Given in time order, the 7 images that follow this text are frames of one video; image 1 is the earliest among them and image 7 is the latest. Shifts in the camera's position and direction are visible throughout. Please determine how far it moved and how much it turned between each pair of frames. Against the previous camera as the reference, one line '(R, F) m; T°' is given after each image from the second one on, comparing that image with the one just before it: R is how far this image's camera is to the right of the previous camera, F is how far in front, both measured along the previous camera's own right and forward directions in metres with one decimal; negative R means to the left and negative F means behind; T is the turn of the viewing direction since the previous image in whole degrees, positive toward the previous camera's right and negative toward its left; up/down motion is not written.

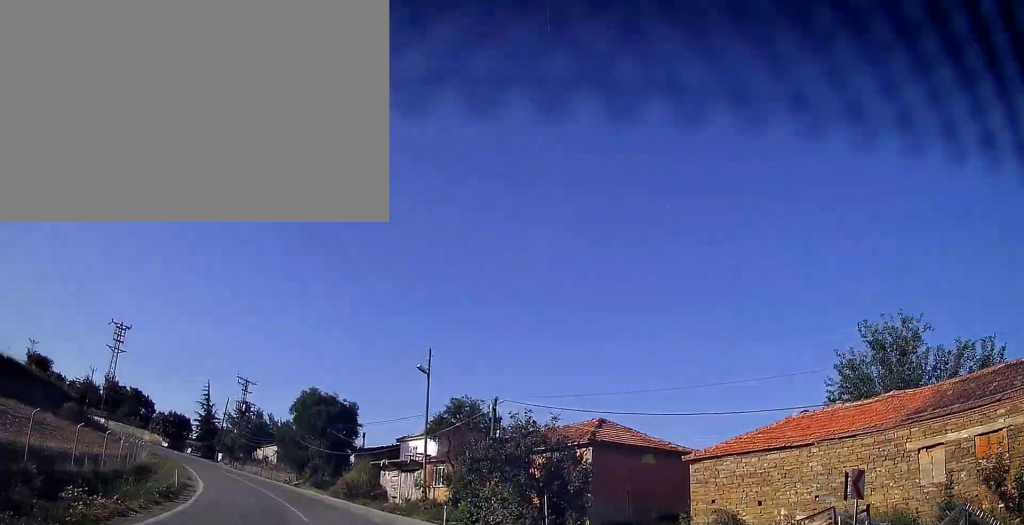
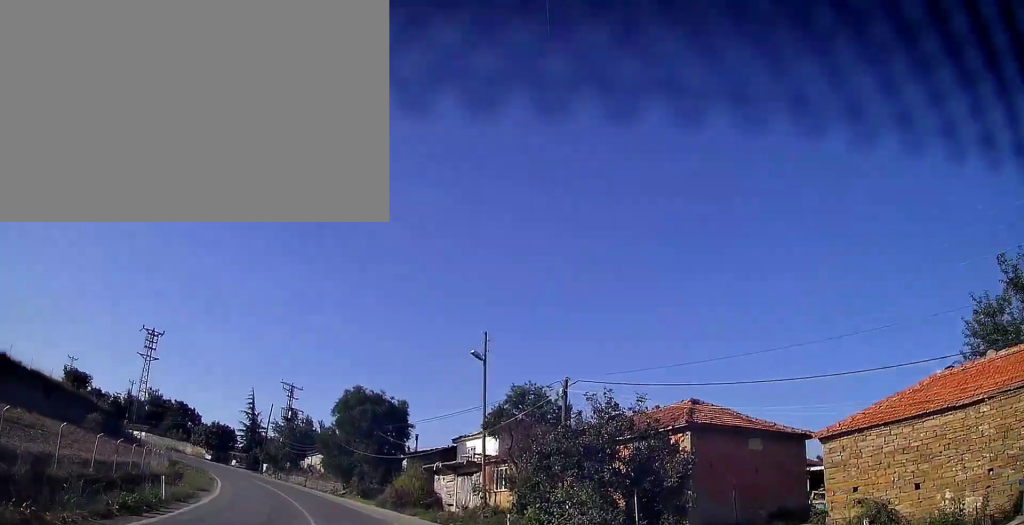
(-0.2, +5.5) m; -5°
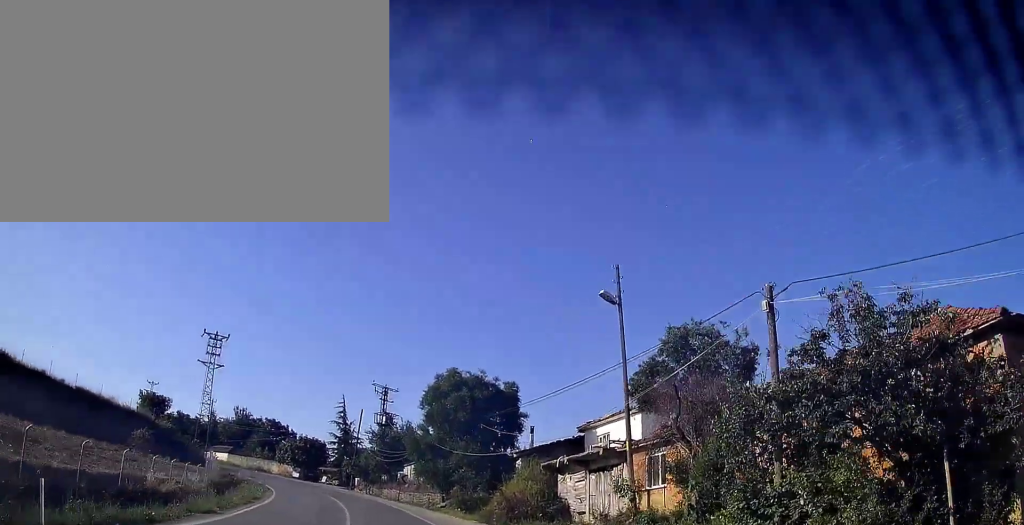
(-0.8, +9.5) m; -10°
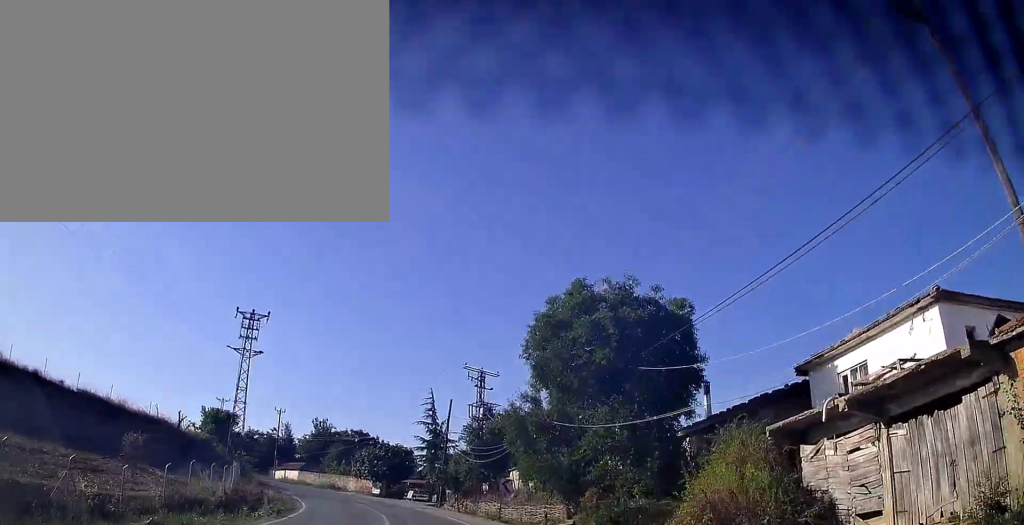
(-1.8, +13.8) m; -13°
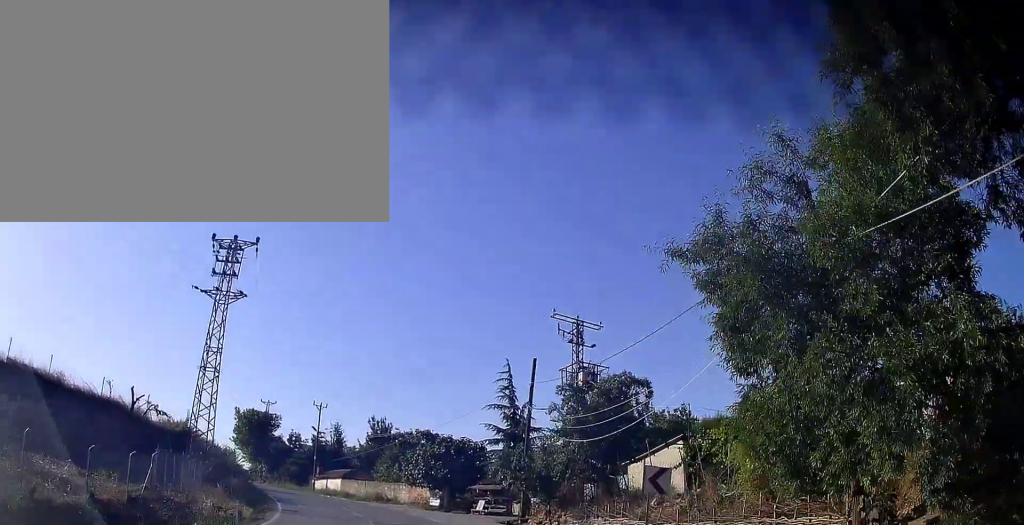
(-1.3, +15.8) m; -10°
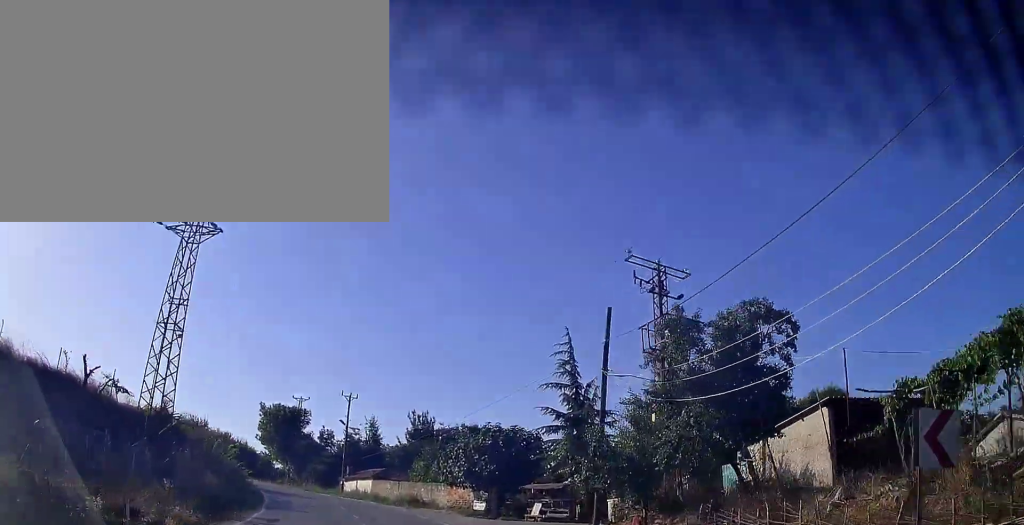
(-0.5, +7.9) m; -5°
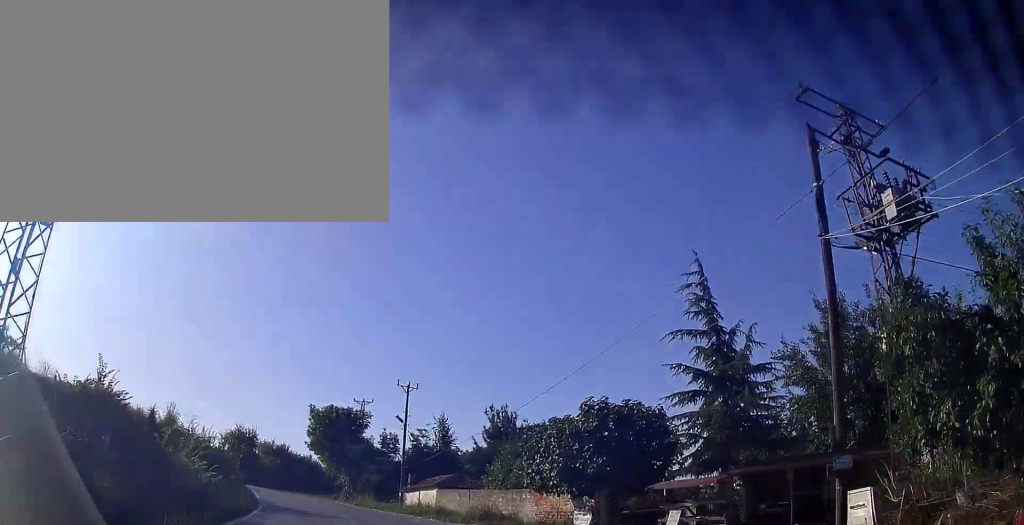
(-0.6, +11.0) m; -8°
